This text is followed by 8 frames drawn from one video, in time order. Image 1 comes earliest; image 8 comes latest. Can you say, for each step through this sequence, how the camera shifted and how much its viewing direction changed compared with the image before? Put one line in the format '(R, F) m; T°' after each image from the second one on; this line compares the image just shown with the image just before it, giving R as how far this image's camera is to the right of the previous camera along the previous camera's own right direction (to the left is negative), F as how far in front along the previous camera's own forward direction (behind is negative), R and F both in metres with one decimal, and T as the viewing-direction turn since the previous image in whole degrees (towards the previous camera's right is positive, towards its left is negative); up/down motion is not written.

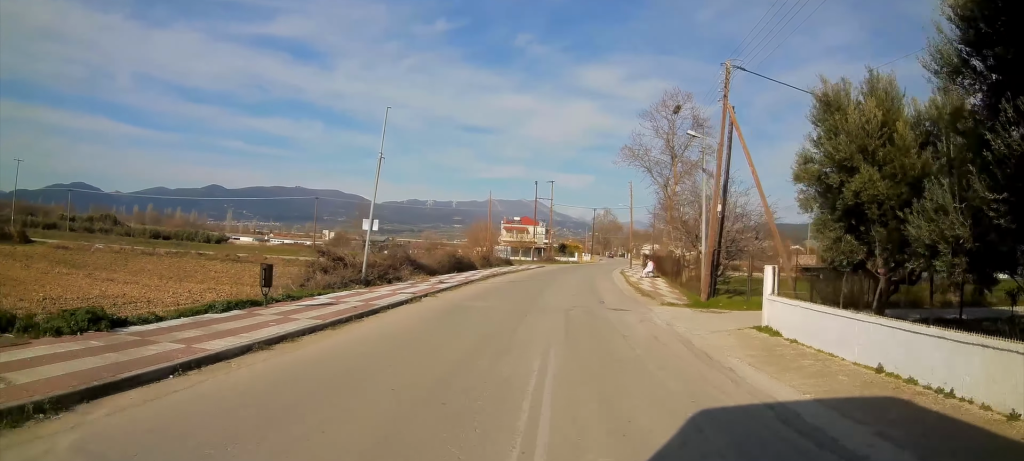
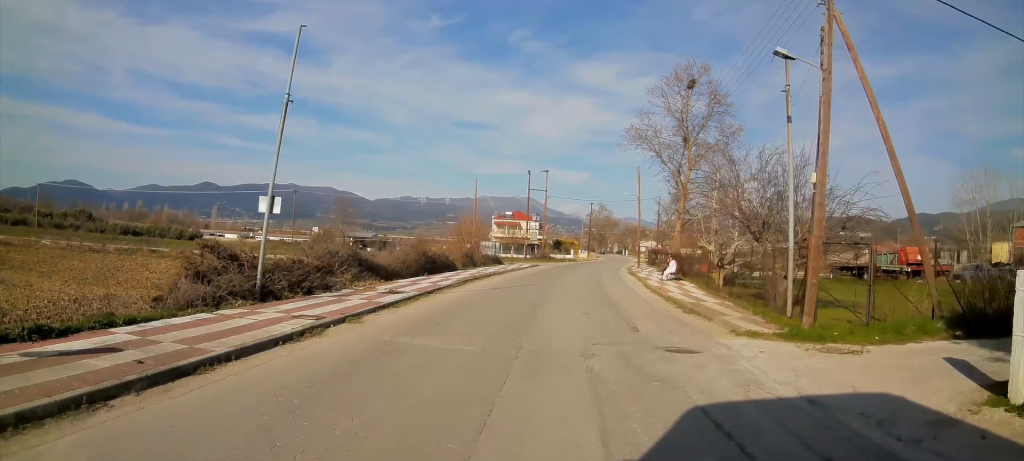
(0.0, +8.2) m; -1°
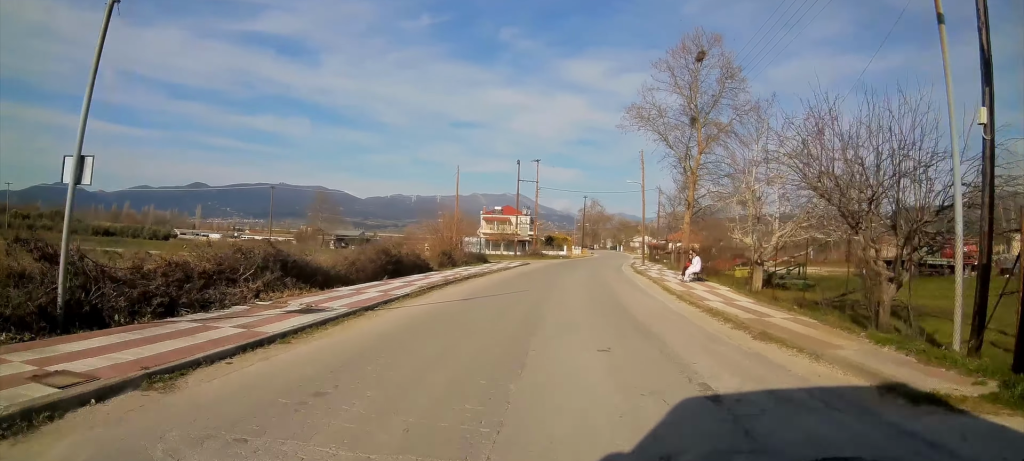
(-0.1, +6.3) m; -1°
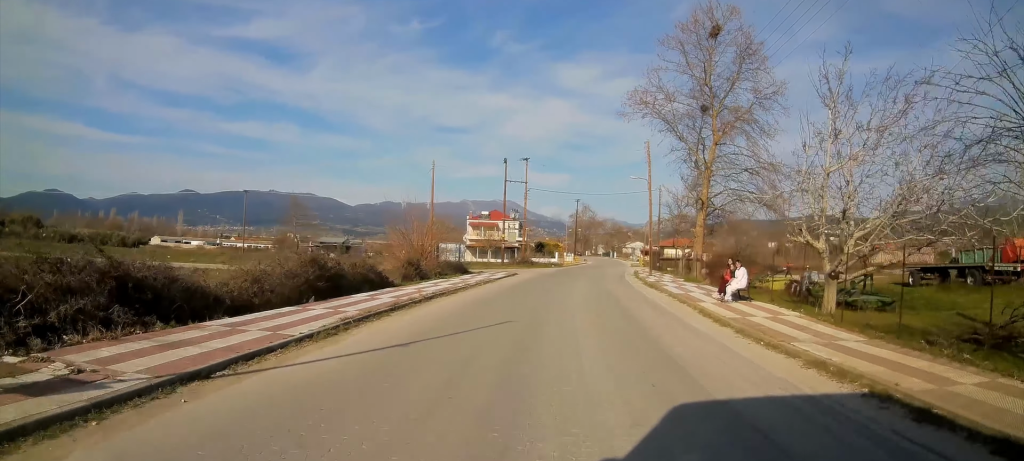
(0.0, +6.8) m; 0°
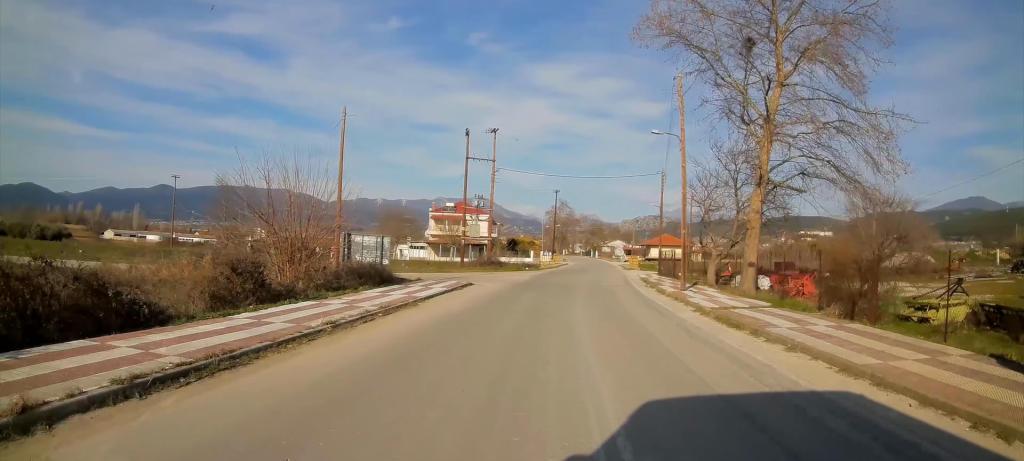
(+0.2, +14.8) m; +2°
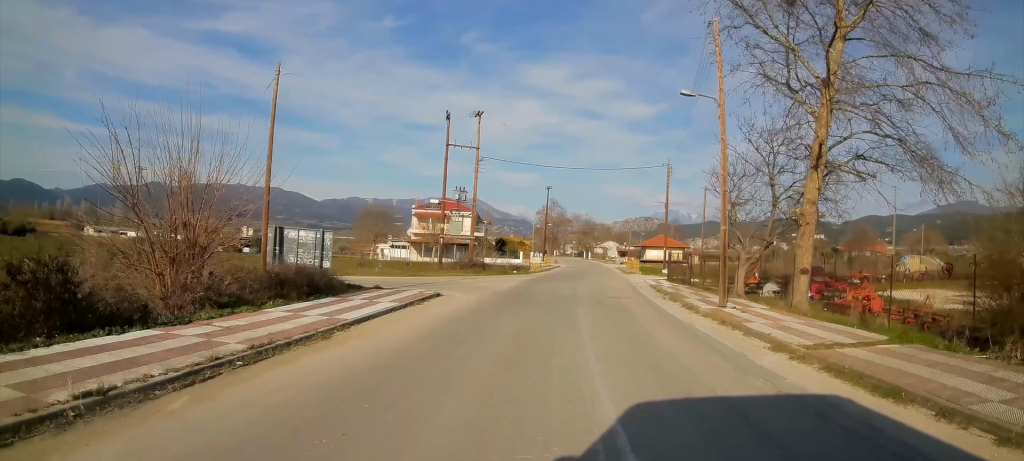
(+0.1, +6.4) m; +1°
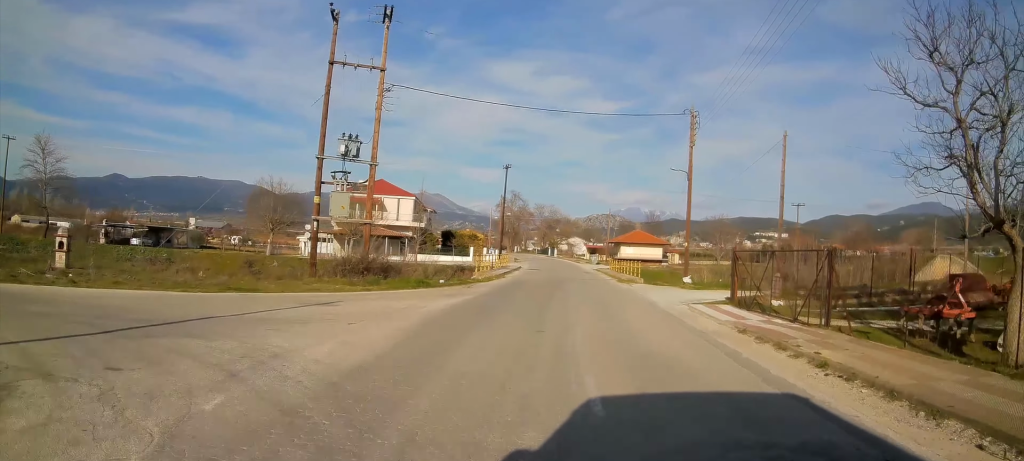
(+0.7, +19.2) m; +6°
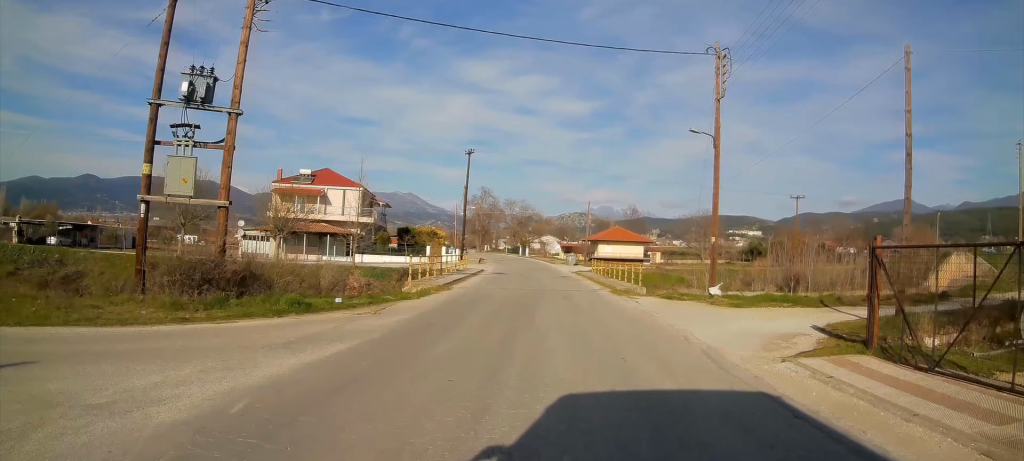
(+0.3, +10.2) m; +3°
